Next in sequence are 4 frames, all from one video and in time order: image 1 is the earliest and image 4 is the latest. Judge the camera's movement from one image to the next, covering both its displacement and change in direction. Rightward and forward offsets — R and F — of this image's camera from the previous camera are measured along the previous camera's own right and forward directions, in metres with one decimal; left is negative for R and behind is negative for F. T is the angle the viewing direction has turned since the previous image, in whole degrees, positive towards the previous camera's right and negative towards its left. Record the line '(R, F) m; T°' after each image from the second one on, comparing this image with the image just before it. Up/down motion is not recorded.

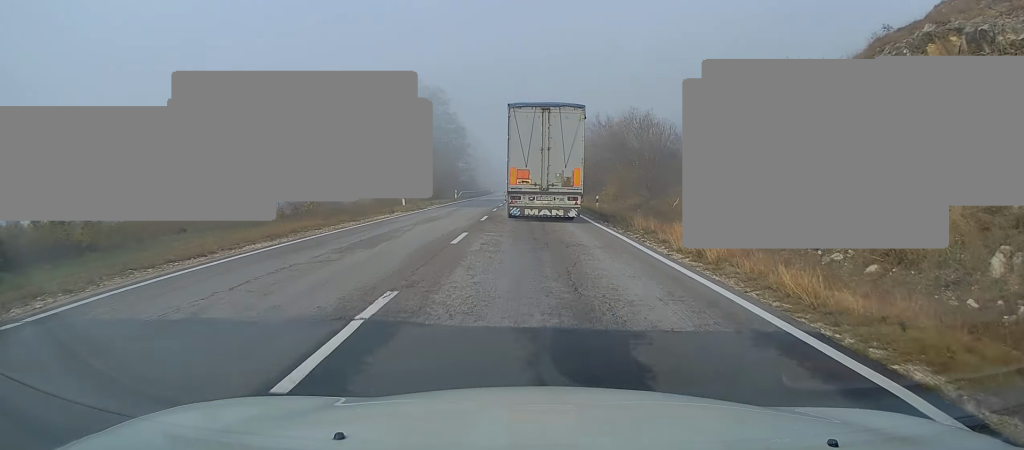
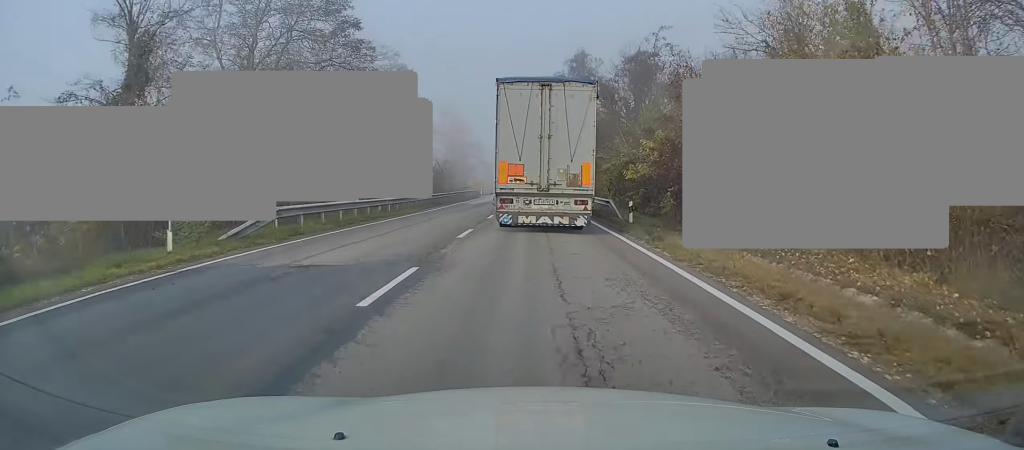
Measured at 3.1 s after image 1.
(-1.2, +51.1) m; -1°
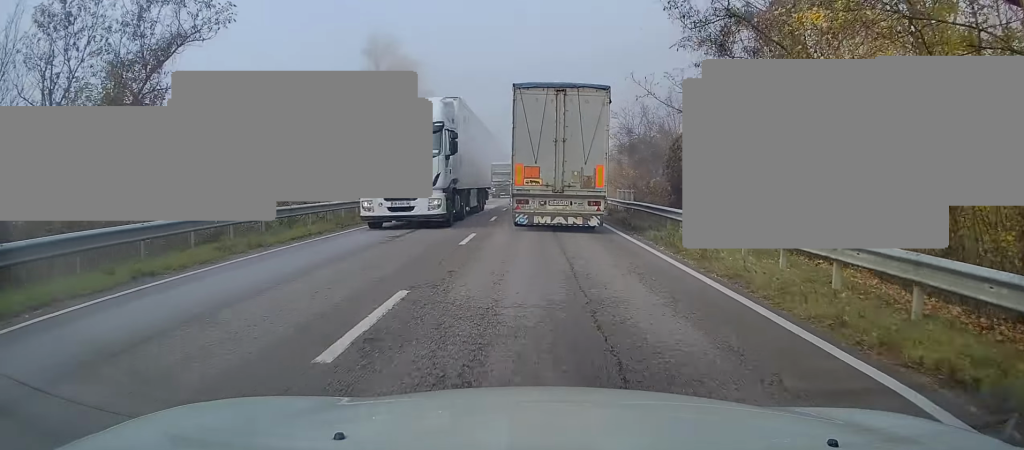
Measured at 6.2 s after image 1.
(-0.7, +45.8) m; -1°
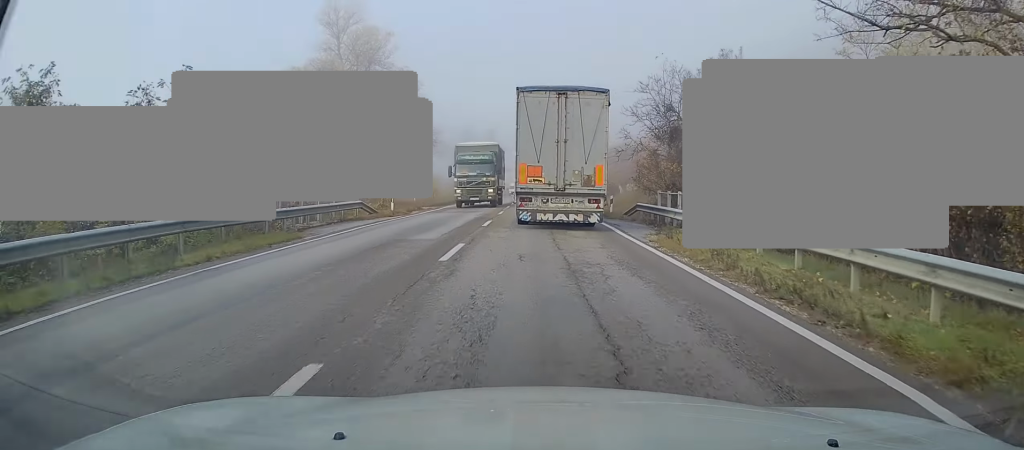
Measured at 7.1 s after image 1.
(+0.3, +12.0) m; +2°
